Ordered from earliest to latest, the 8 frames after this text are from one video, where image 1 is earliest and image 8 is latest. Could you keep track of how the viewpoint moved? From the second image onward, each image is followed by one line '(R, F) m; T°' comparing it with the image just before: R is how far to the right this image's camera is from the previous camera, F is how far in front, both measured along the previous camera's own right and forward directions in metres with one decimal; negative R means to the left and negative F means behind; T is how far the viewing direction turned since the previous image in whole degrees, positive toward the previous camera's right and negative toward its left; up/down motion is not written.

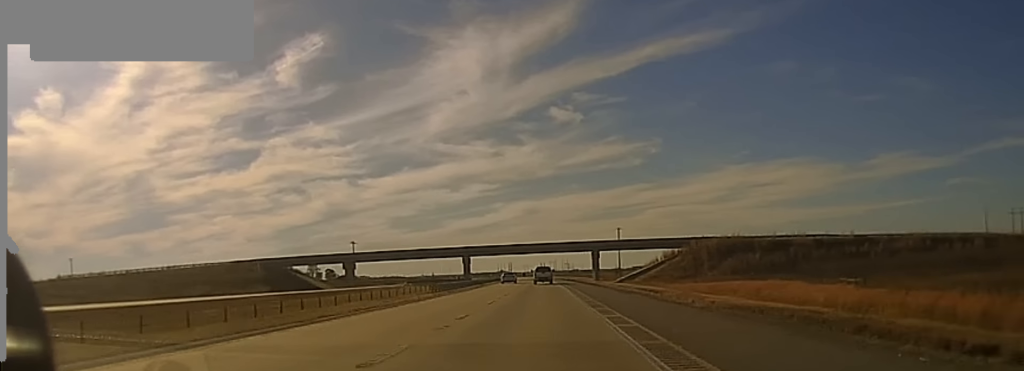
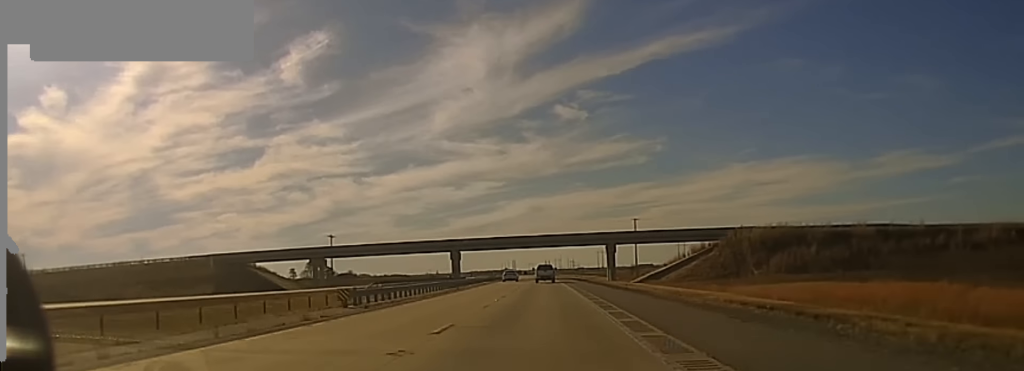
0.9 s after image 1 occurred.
(-0.1, +28.0) m; 0°
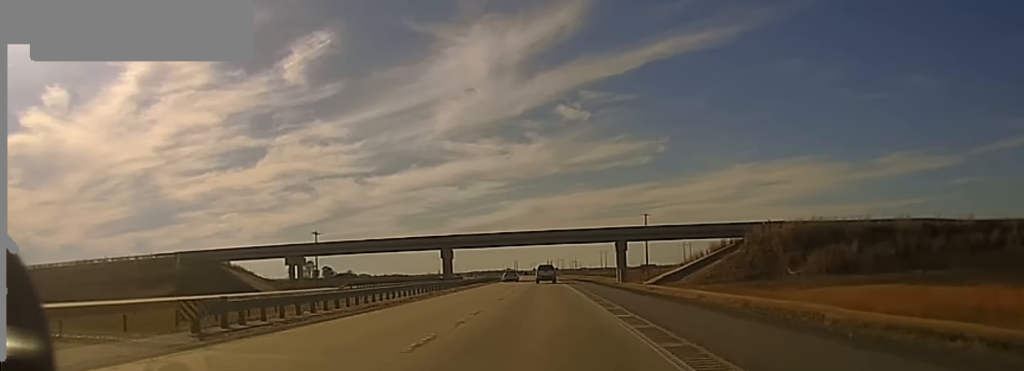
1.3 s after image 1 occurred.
(0.0, +15.7) m; 0°
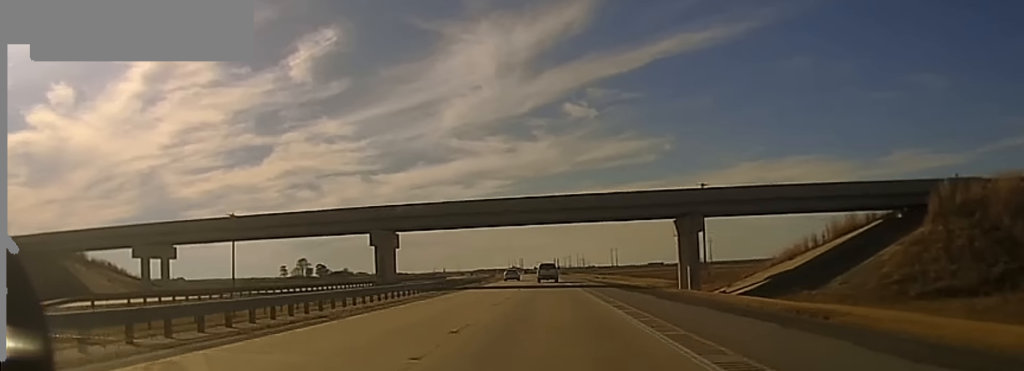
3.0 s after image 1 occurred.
(-0.2, +62.4) m; -1°
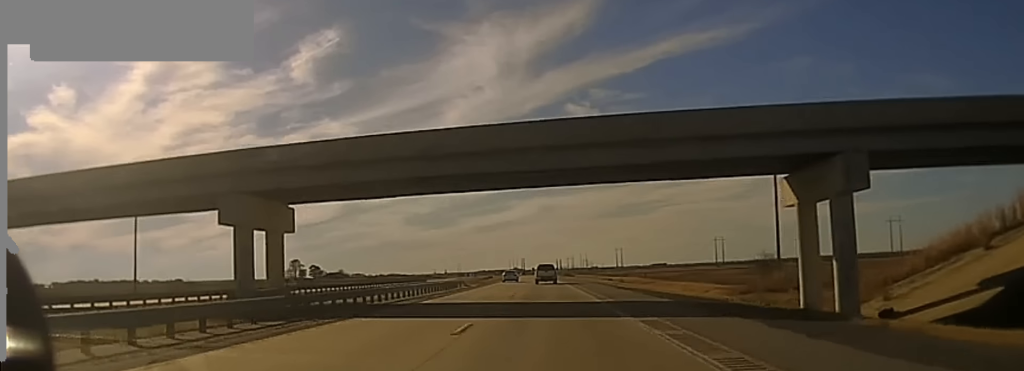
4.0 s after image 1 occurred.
(-0.1, +39.6) m; 0°
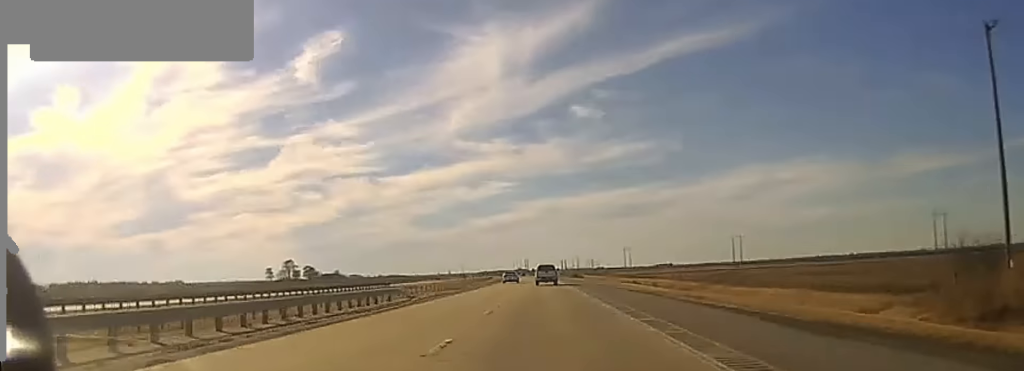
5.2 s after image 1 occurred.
(0.0, +40.4) m; 0°
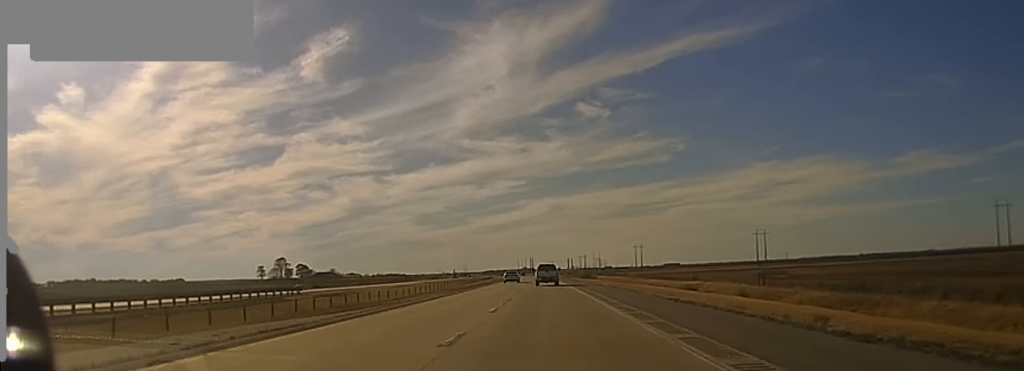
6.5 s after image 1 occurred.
(-0.3, +41.0) m; -1°
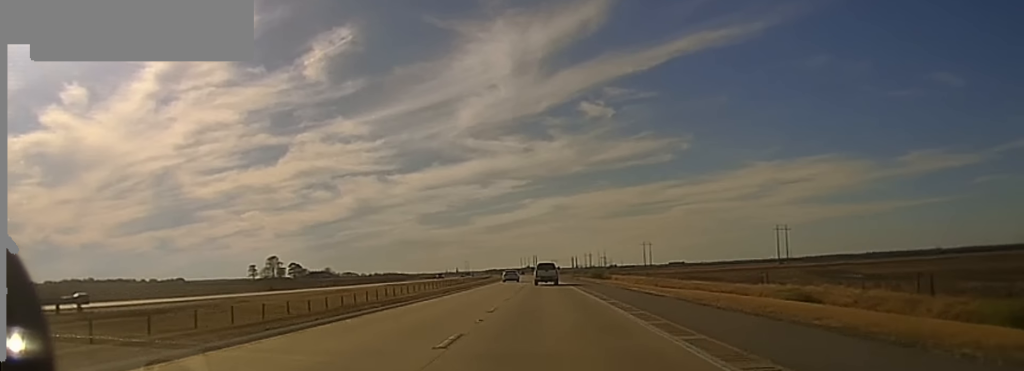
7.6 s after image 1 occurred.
(0.0, +32.9) m; 0°
